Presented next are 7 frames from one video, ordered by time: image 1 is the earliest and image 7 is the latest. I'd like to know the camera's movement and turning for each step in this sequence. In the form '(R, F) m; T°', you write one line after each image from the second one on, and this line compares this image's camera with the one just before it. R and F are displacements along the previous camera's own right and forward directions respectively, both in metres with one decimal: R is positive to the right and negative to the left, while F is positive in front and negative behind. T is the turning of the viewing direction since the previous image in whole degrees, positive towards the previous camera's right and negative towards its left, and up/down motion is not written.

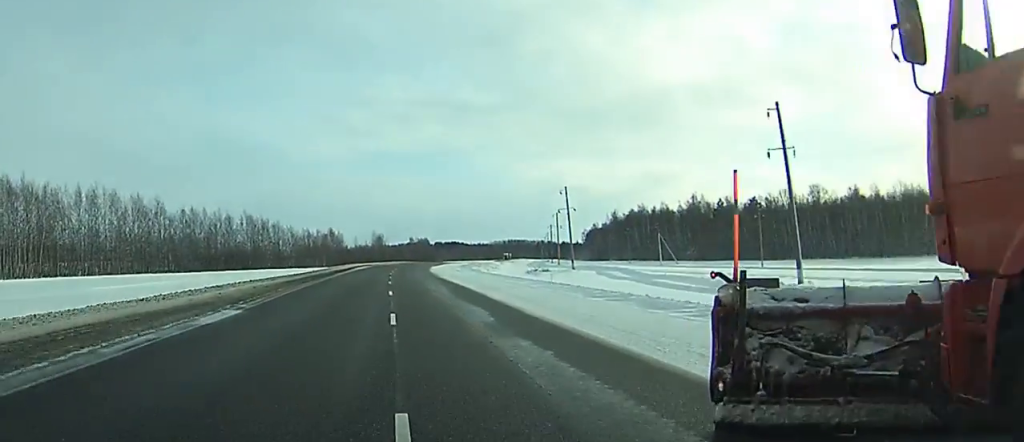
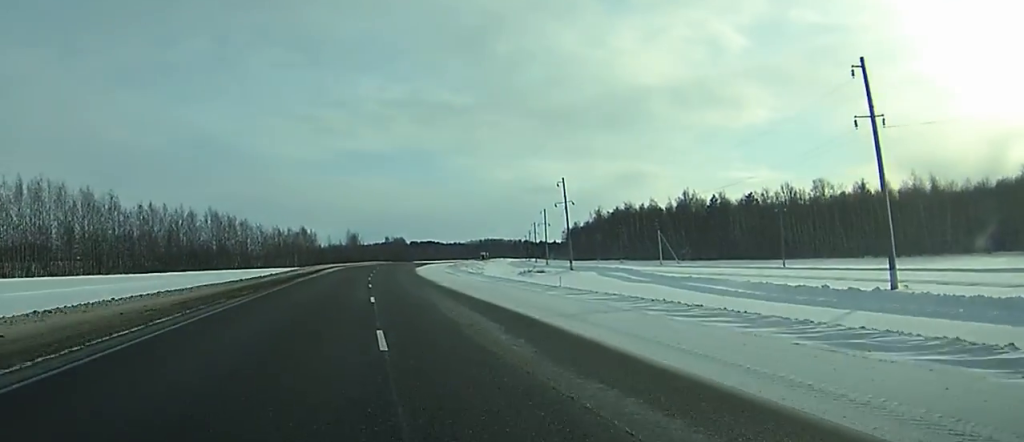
(+0.1, +15.7) m; +1°
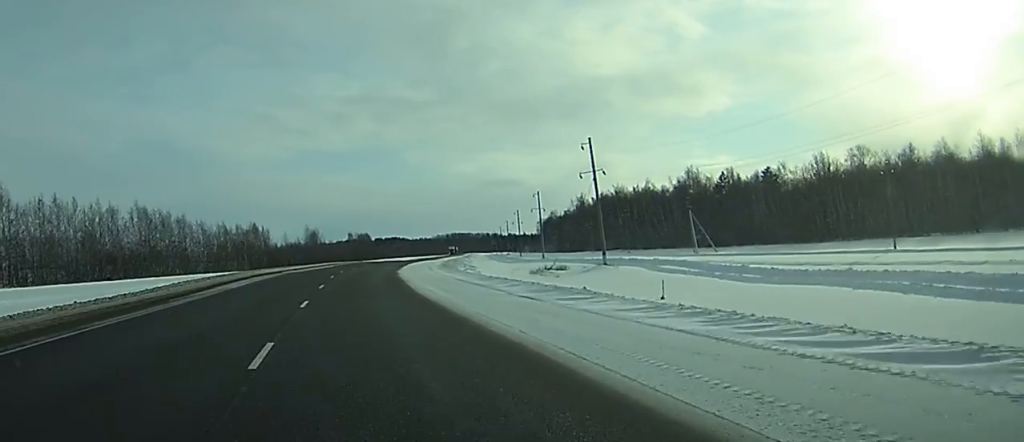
(+1.0, +35.2) m; +3°
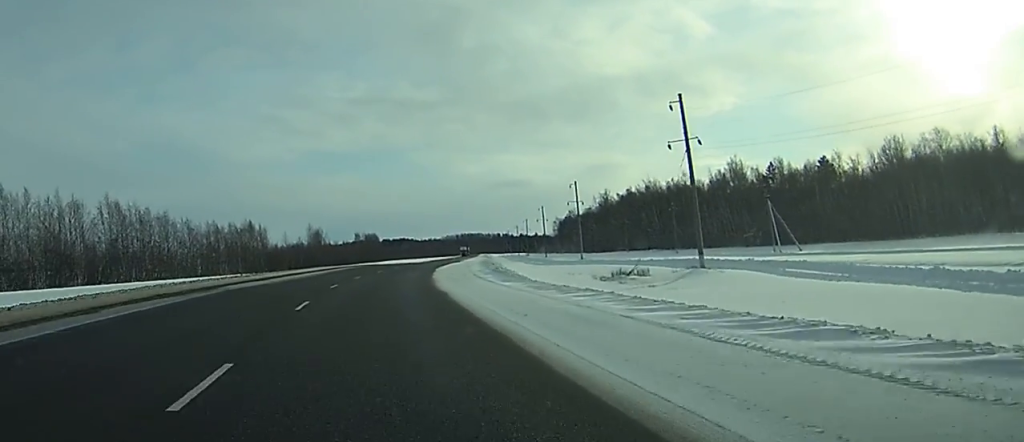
(+0.1, +25.2) m; 0°
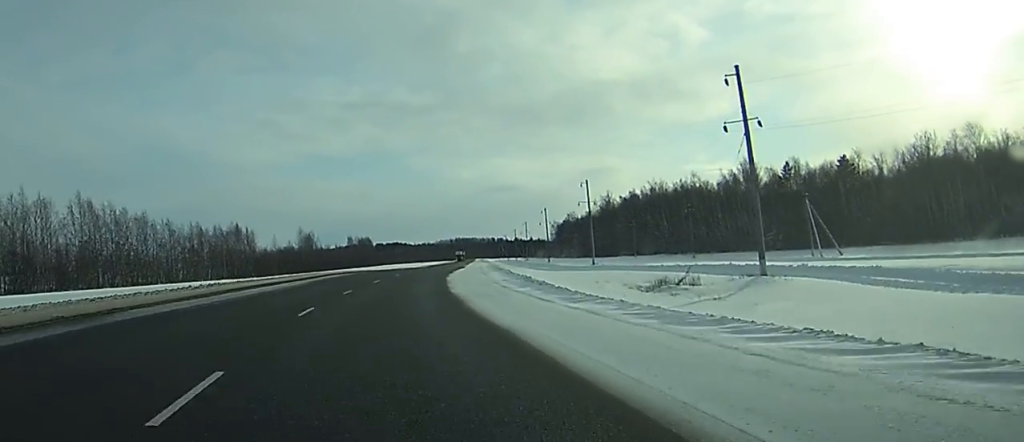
(0.0, +11.9) m; 0°
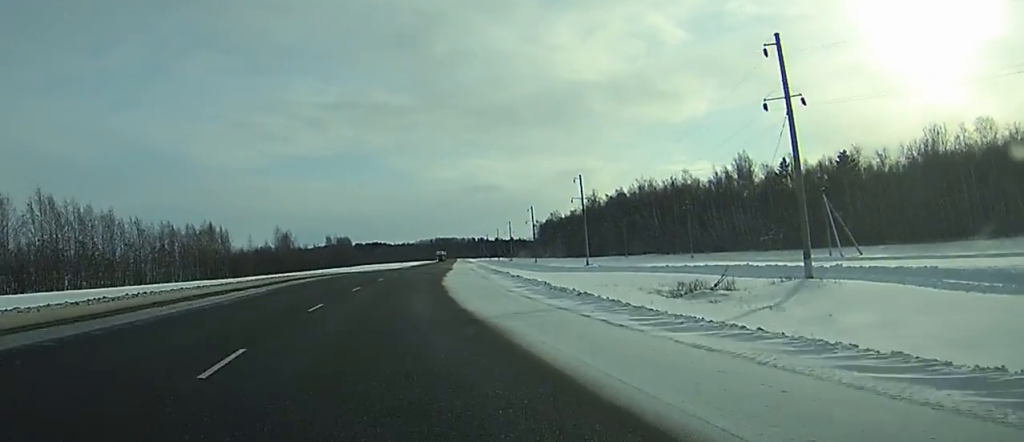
(0.0, +8.8) m; 0°
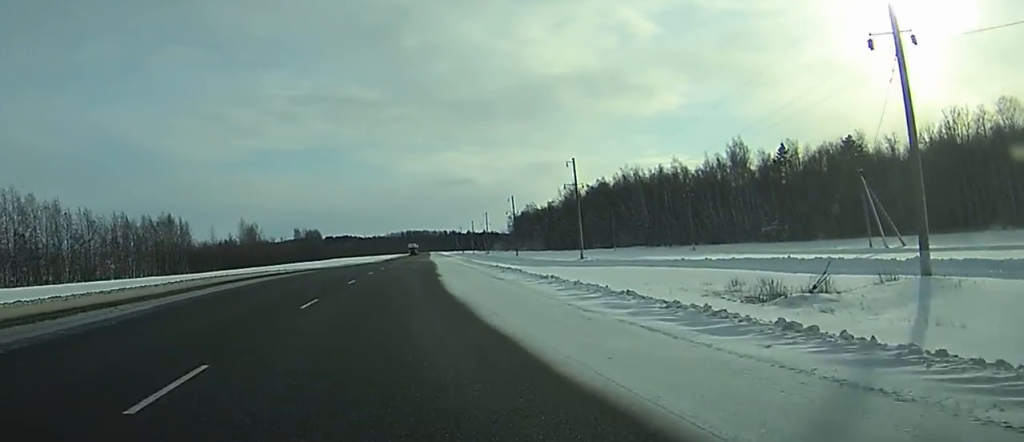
(0.0, +13.7) m; +1°
